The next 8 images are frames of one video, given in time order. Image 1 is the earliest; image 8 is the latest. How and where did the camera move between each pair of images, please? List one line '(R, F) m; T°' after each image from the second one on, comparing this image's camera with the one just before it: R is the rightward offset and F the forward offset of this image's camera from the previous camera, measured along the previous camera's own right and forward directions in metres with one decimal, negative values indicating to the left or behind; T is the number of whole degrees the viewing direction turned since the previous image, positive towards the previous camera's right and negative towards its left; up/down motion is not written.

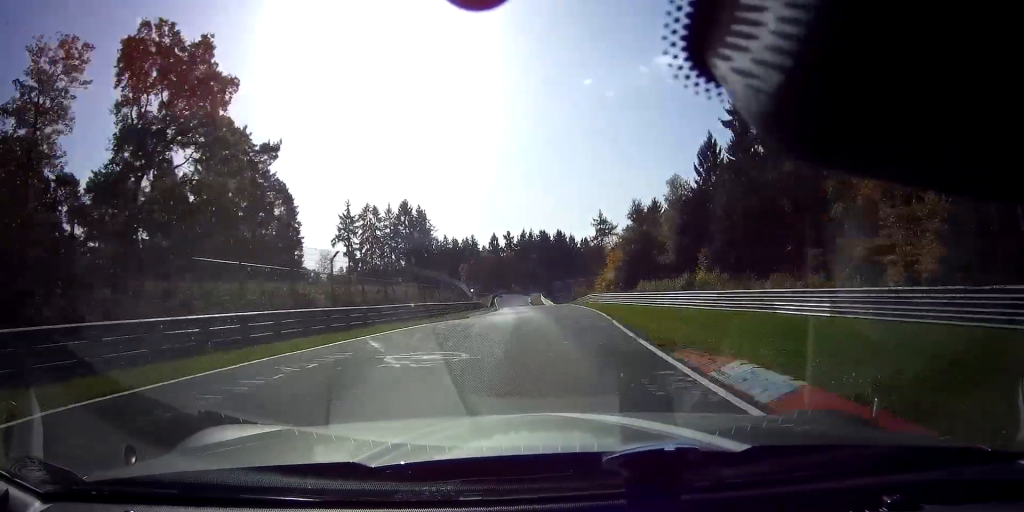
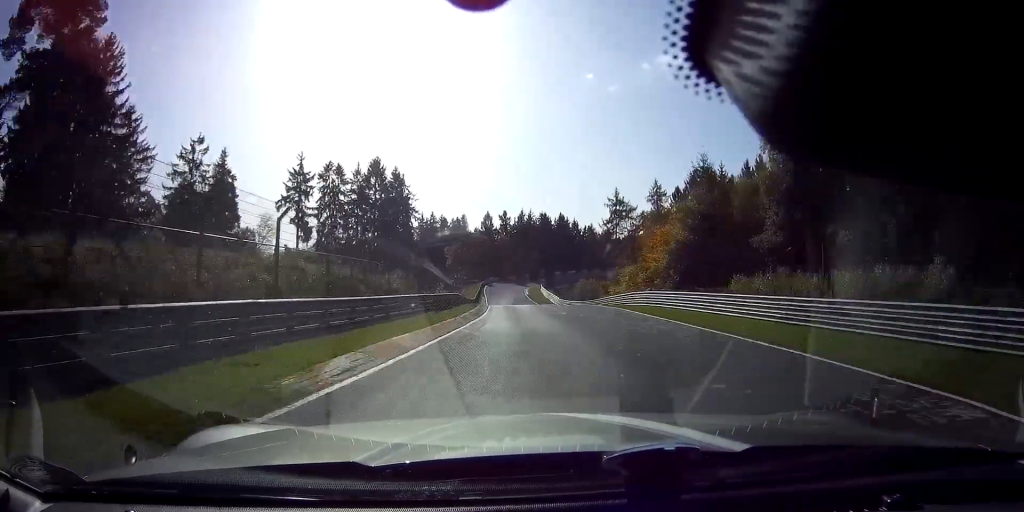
(+0.2, +25.9) m; 0°
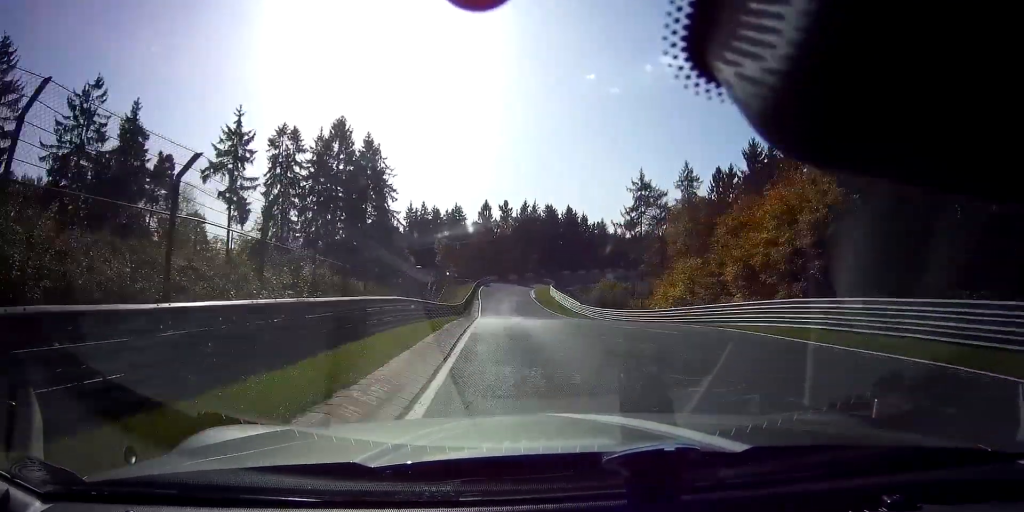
(+0.1, +22.8) m; 0°
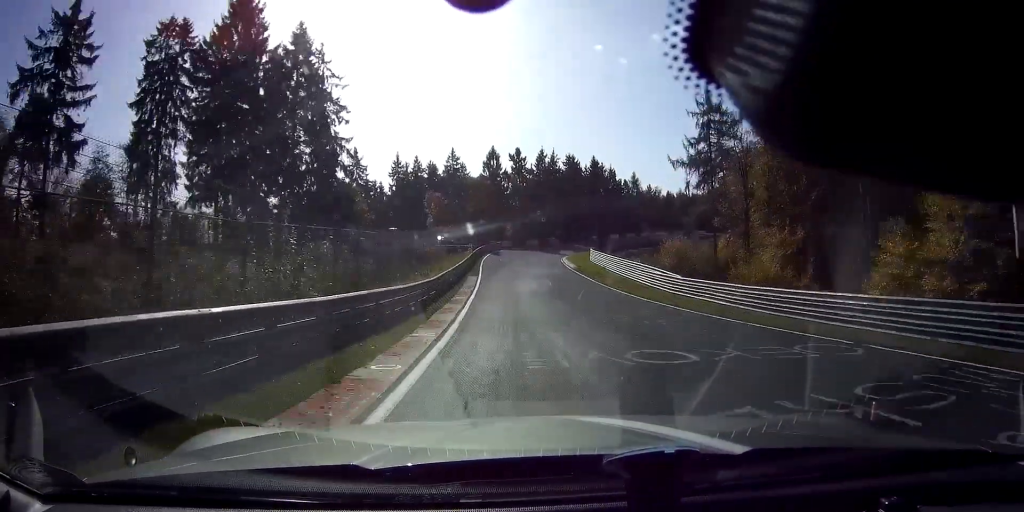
(-0.1, +31.2) m; 0°
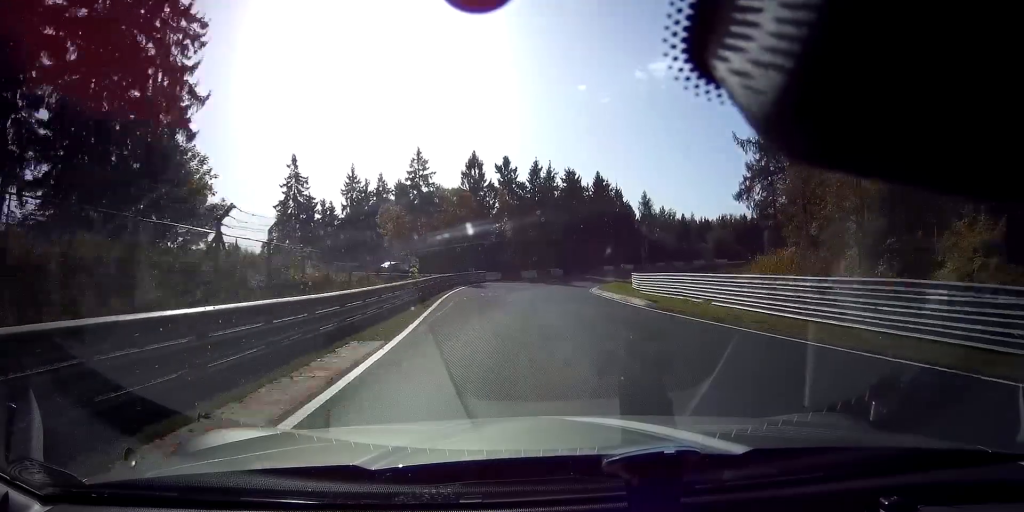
(+0.2, +24.9) m; +3°
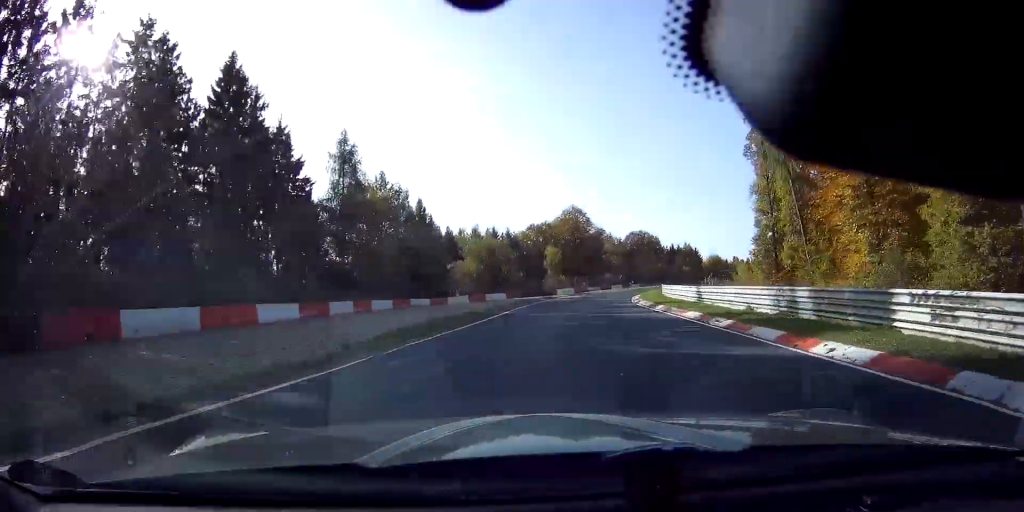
(+20.3, +76.8) m; +33°
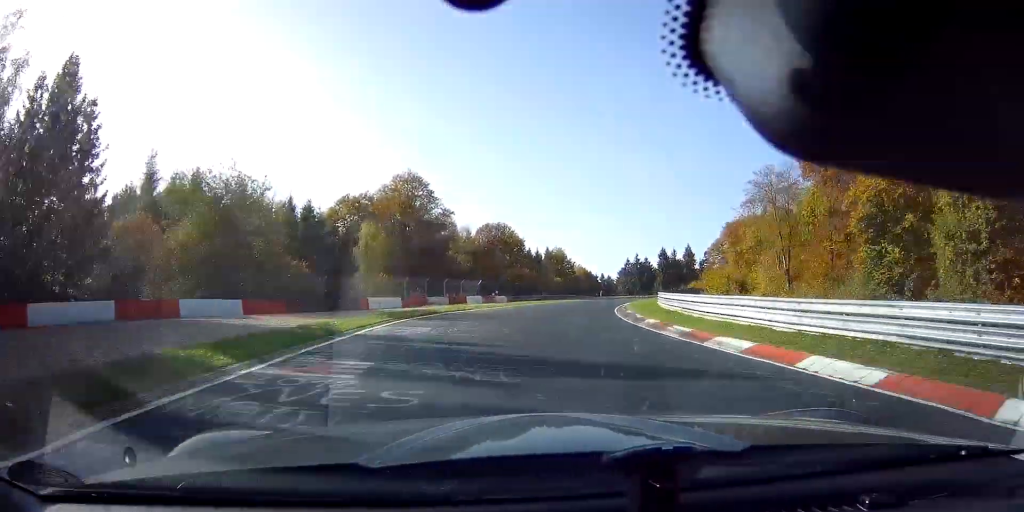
(+6.3, +42.4) m; +20°
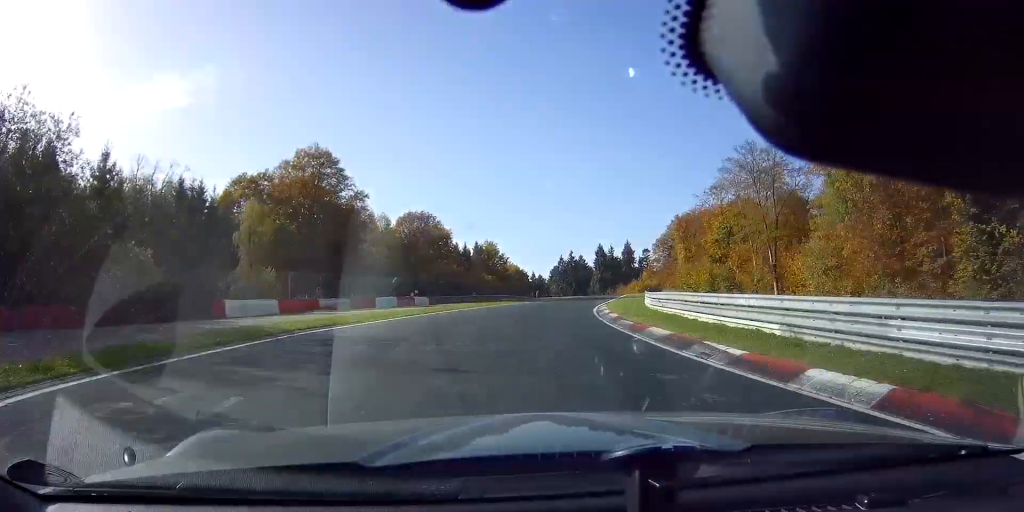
(+1.6, +13.8) m; +6°
